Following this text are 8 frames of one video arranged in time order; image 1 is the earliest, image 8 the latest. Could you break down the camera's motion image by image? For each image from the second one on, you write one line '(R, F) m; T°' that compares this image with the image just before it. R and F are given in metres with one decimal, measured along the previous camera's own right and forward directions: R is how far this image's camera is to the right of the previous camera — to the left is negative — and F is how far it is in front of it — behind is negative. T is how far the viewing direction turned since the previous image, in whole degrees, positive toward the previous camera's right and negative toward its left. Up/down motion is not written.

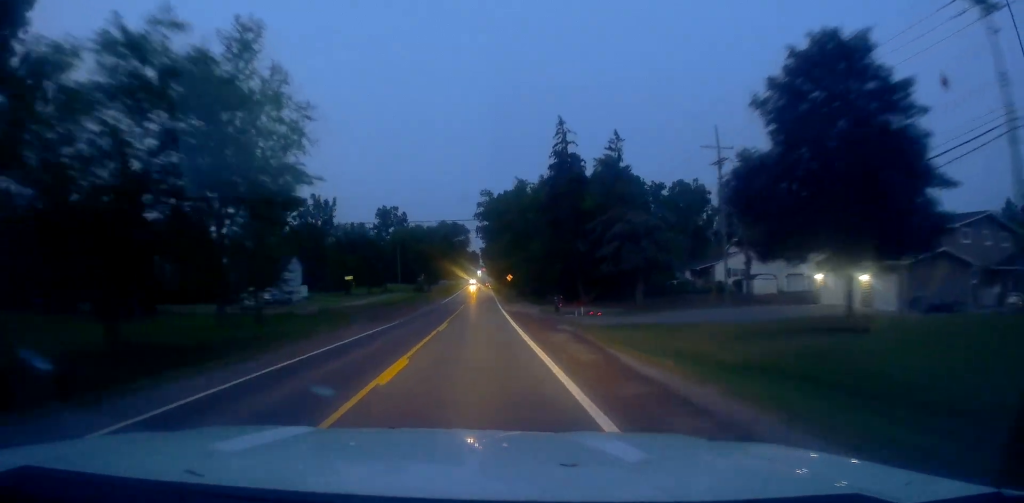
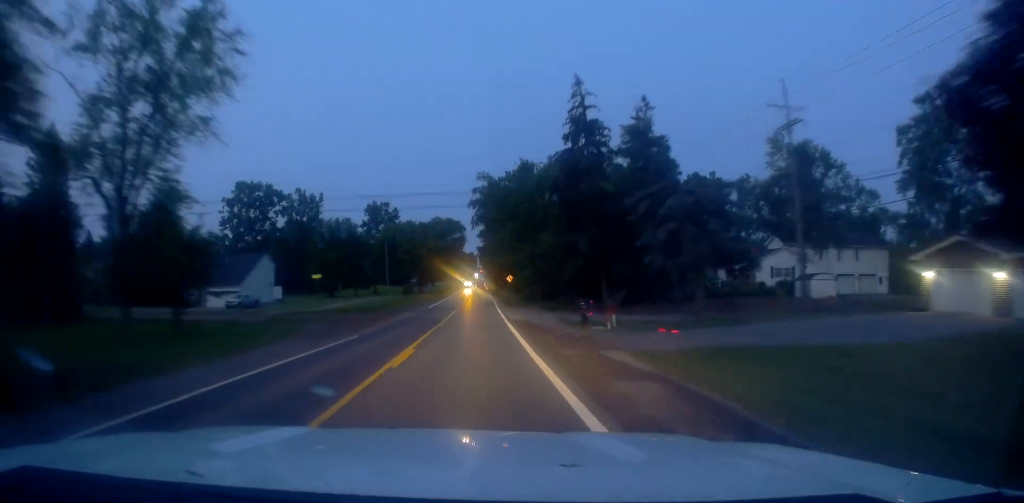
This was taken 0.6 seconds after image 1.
(+0.2, +12.5) m; -1°
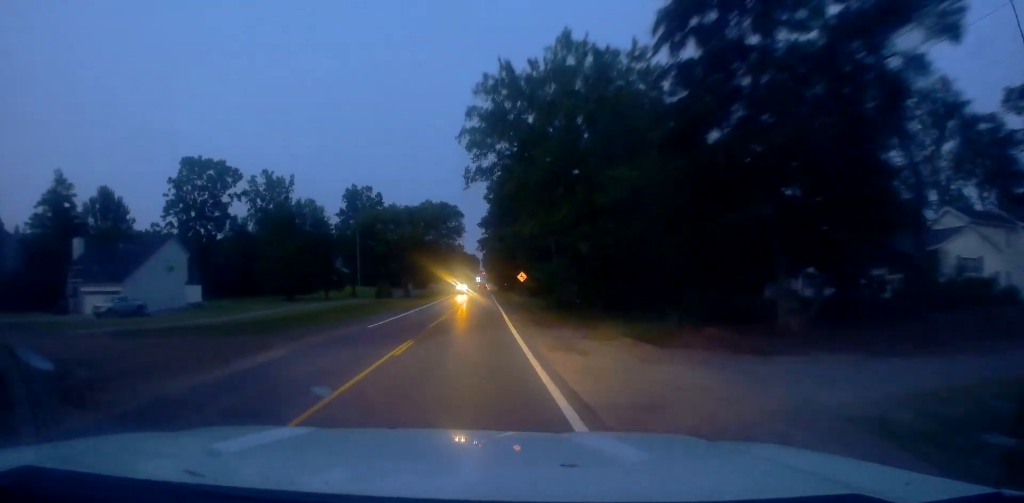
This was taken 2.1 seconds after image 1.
(-0.3, +28.3) m; 0°
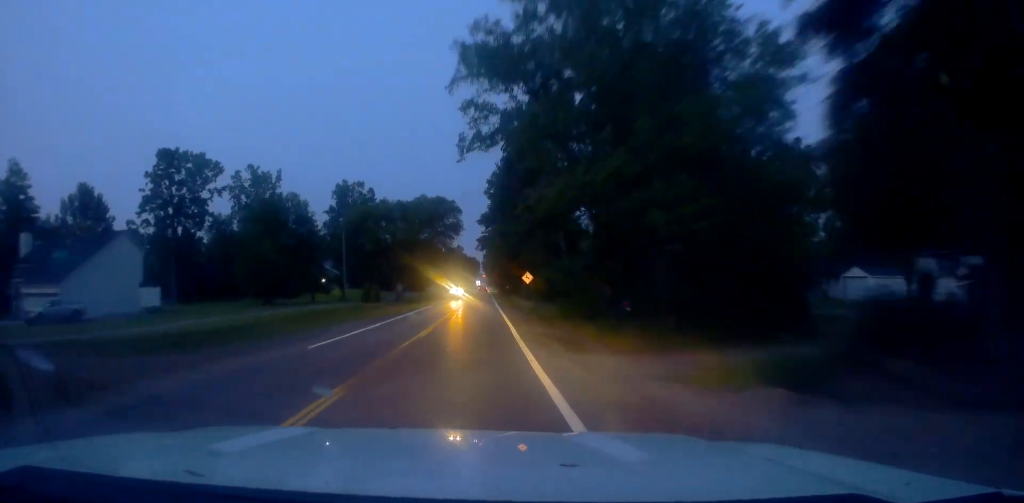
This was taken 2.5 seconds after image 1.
(+0.3, +9.2) m; 0°
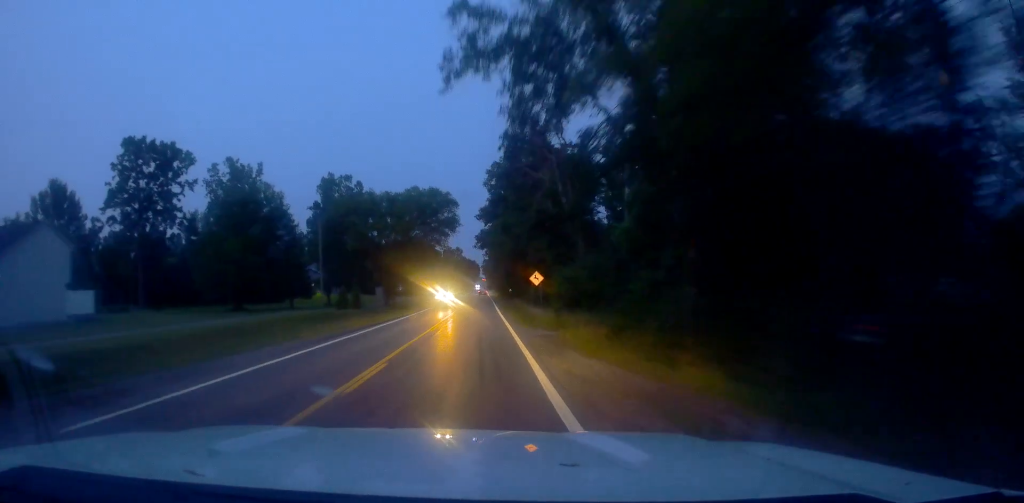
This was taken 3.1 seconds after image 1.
(-0.5, +11.3) m; 0°
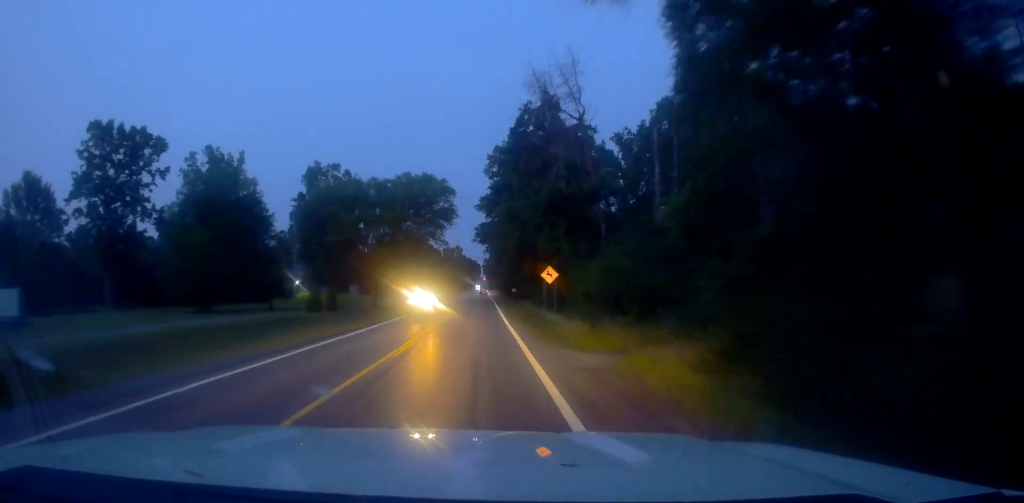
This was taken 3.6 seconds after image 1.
(-0.2, +9.9) m; 0°
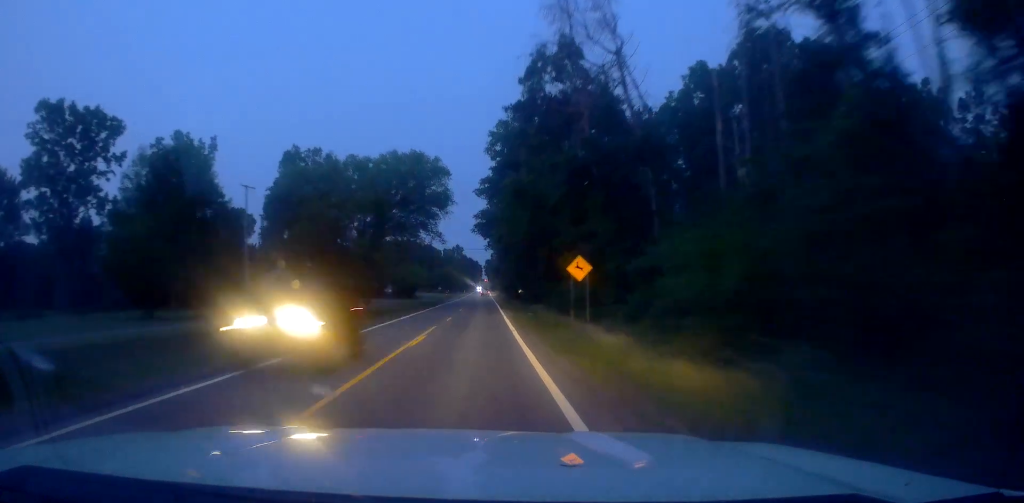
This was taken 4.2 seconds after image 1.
(+0.5, +12.6) m; +1°
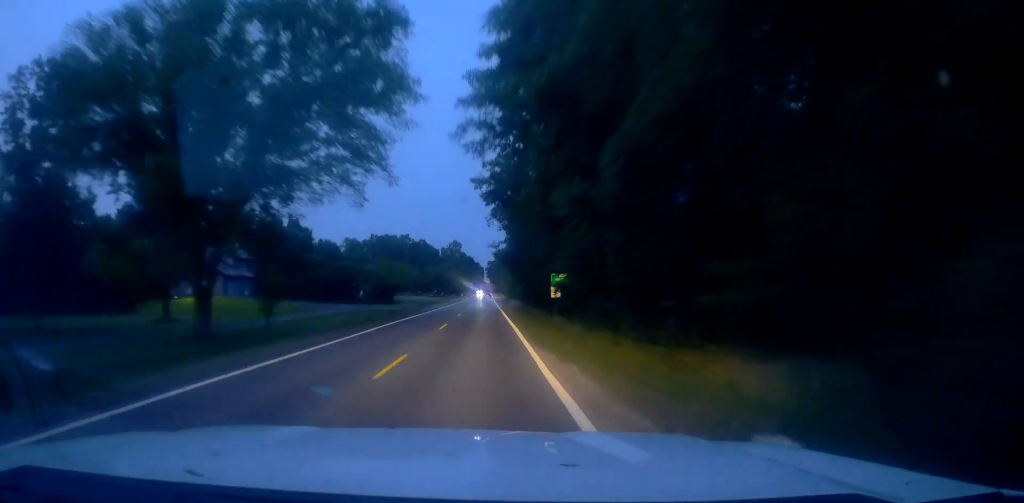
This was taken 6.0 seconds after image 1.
(+0.1, +36.0) m; 0°
